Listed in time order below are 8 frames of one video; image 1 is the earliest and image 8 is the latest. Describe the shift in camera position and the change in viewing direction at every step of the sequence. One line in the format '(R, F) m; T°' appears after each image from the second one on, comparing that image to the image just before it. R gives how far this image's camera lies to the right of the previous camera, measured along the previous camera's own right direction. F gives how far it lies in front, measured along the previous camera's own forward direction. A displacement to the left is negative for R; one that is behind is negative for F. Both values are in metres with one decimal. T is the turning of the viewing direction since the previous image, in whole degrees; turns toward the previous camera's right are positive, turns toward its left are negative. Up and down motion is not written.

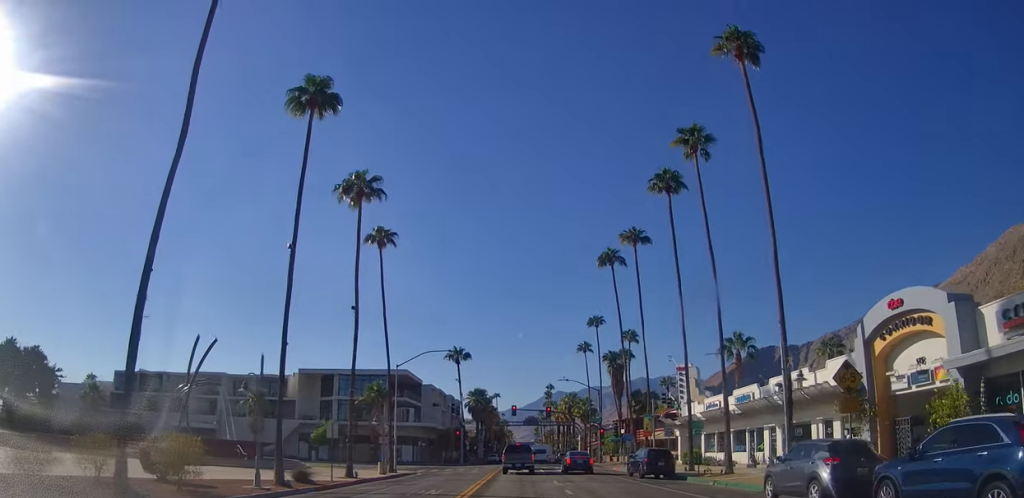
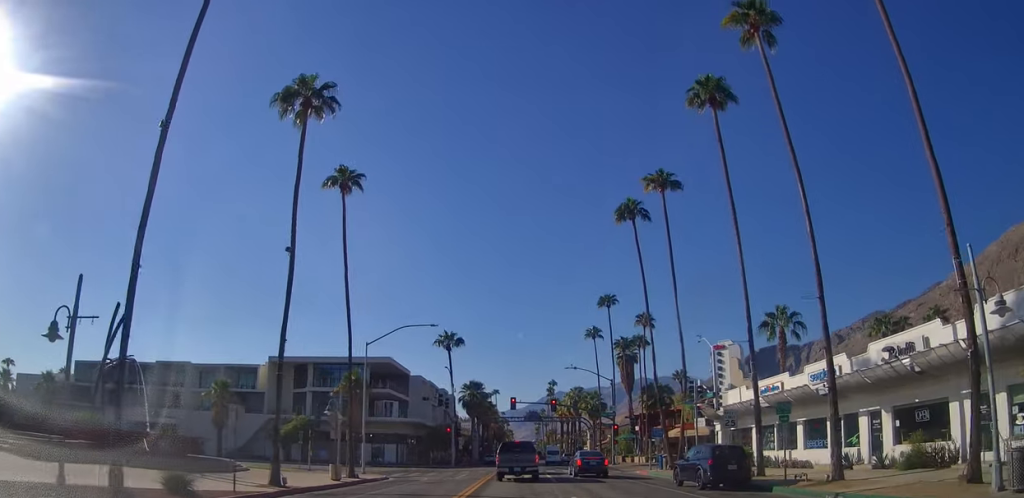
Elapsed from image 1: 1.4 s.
(0.0, +11.5) m; 0°
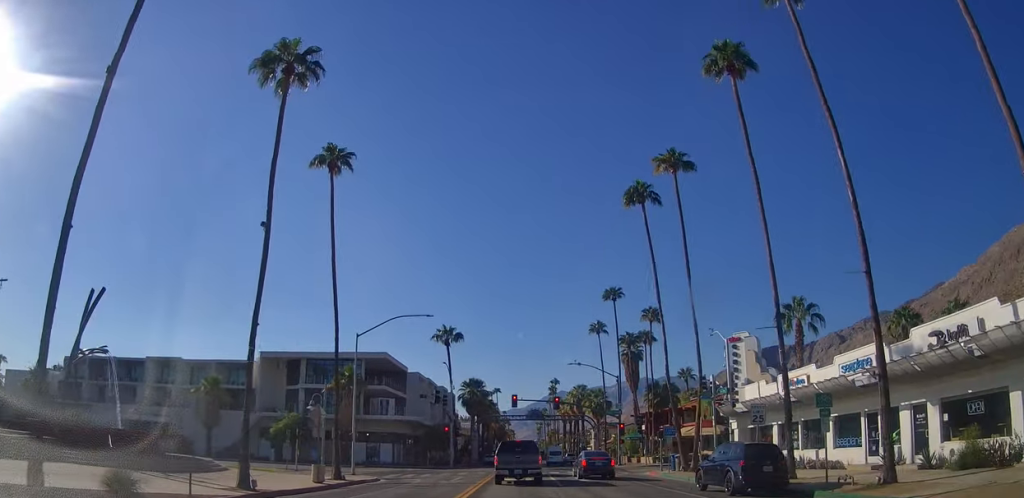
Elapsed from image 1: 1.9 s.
(0.0, +3.1) m; 0°
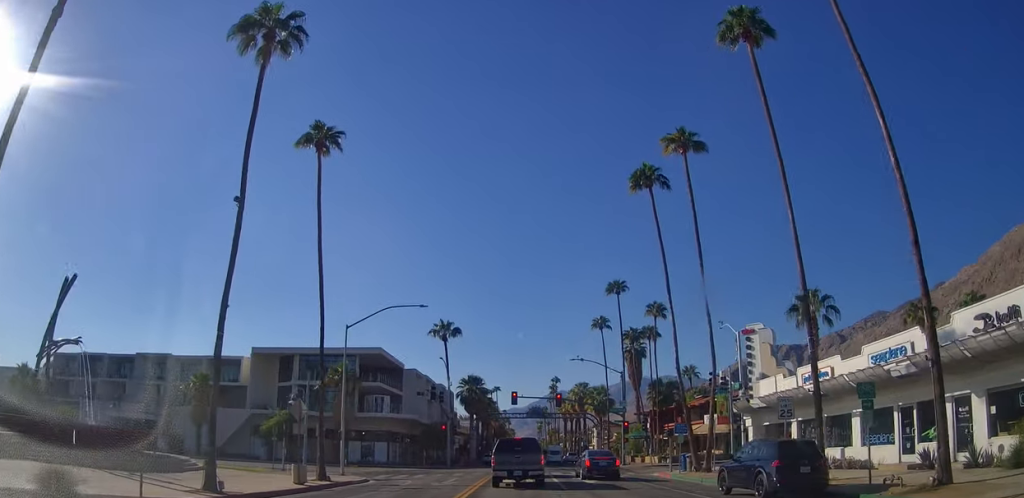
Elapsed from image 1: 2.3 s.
(0.0, +2.8) m; 0°
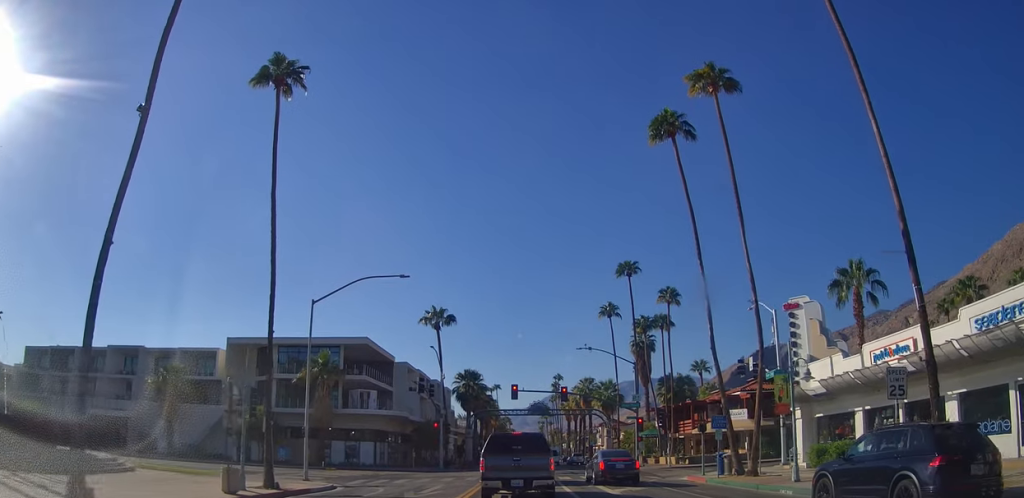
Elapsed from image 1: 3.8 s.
(0.0, +7.4) m; 0°
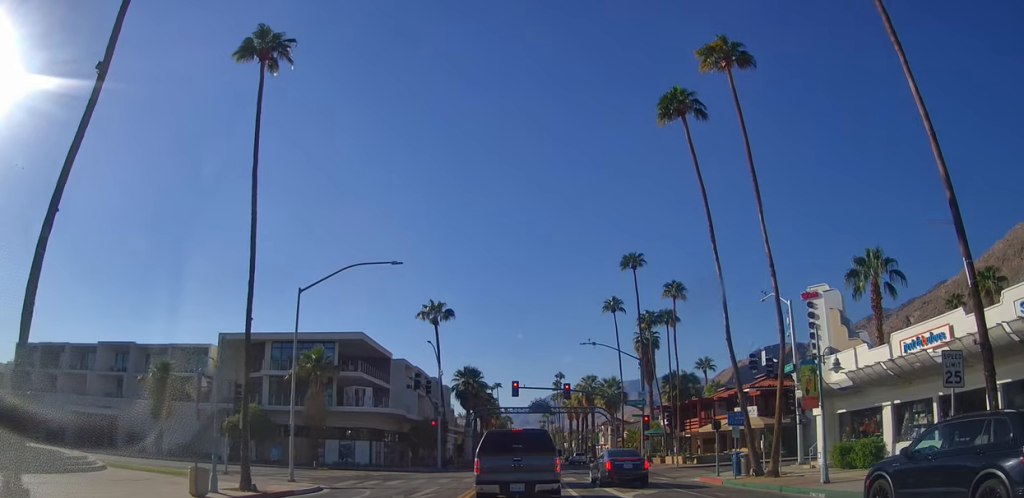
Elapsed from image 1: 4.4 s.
(0.0, +2.6) m; 0°
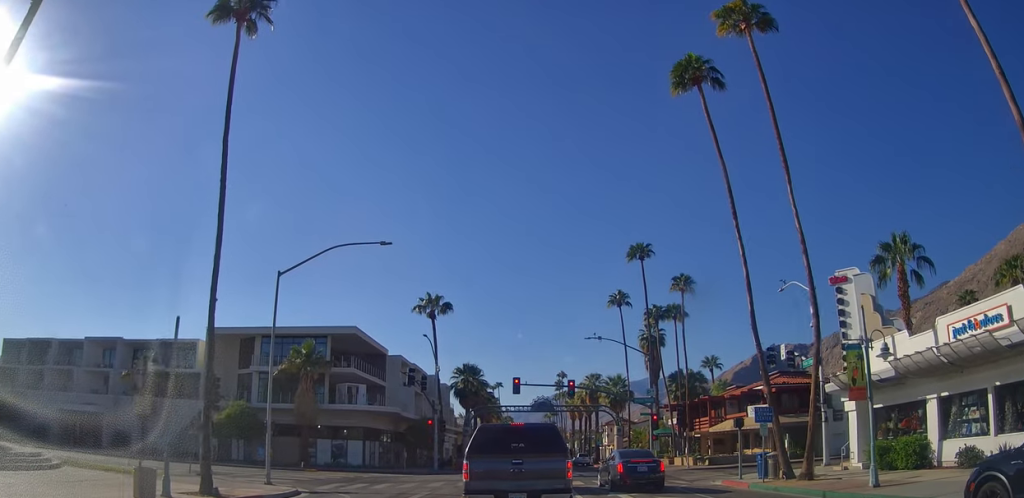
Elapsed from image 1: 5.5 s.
(0.0, +3.3) m; 0°
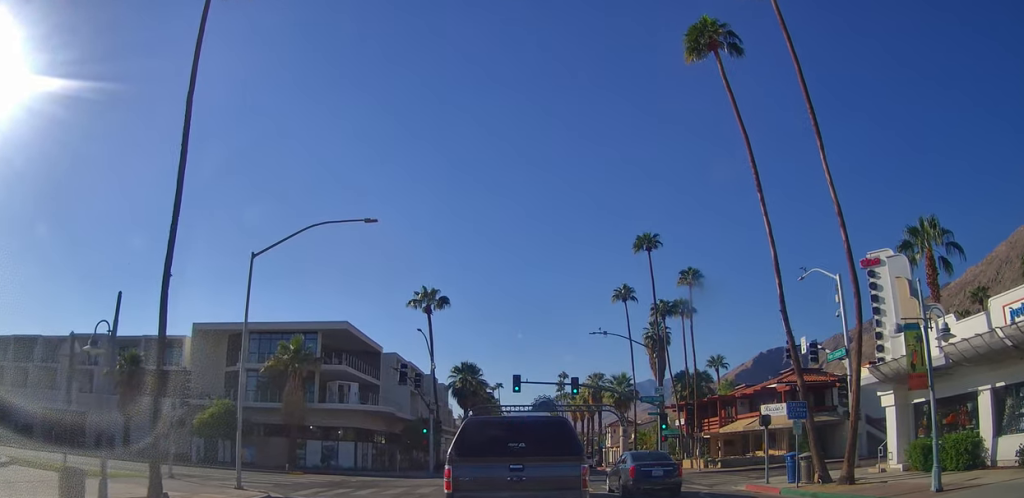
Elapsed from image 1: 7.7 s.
(0.0, +3.3) m; 0°
